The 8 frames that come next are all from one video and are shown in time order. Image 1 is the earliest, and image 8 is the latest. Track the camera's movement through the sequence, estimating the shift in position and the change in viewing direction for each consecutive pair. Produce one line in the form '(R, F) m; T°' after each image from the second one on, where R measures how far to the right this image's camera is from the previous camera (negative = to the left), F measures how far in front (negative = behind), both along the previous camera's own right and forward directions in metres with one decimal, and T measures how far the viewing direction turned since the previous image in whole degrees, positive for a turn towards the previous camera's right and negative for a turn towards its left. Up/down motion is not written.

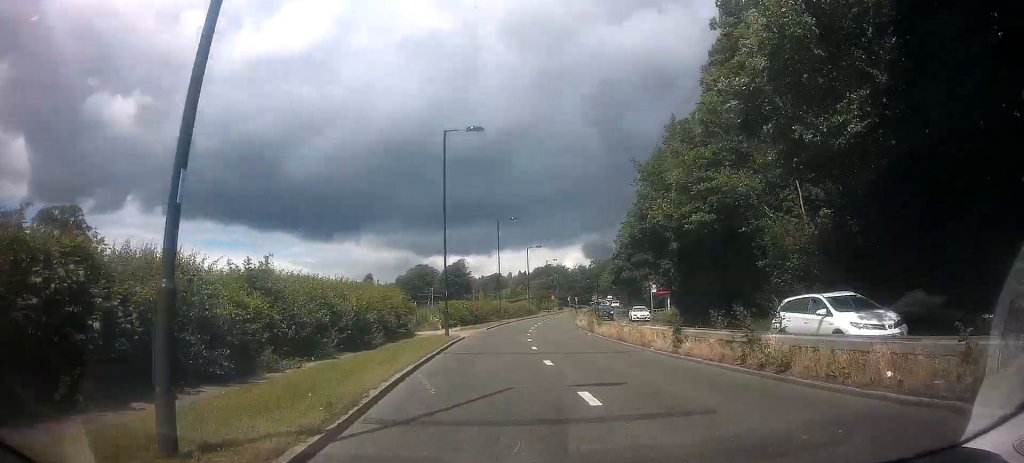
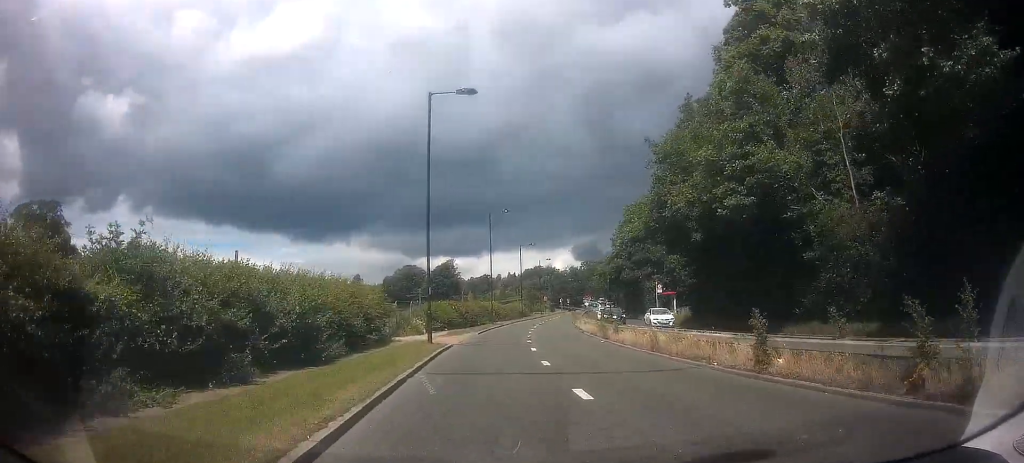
(0.0, +5.1) m; +1°
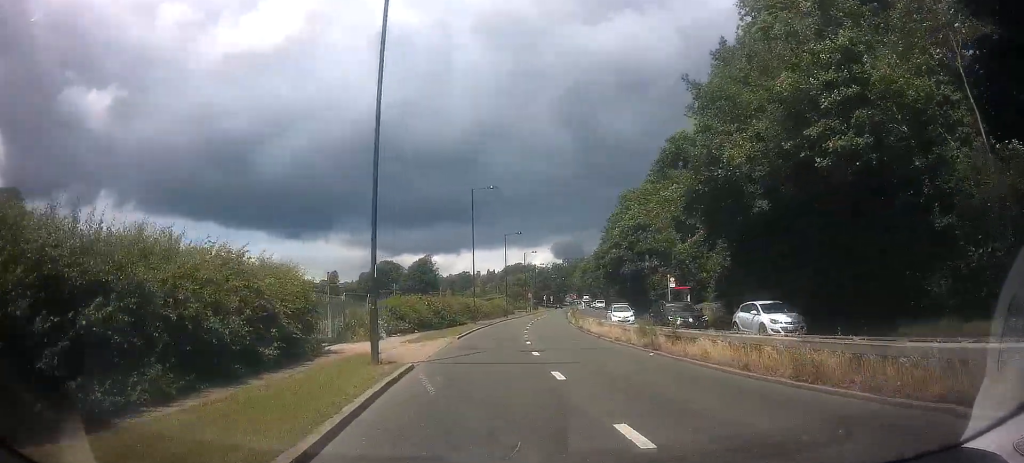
(0.0, +8.8) m; +2°
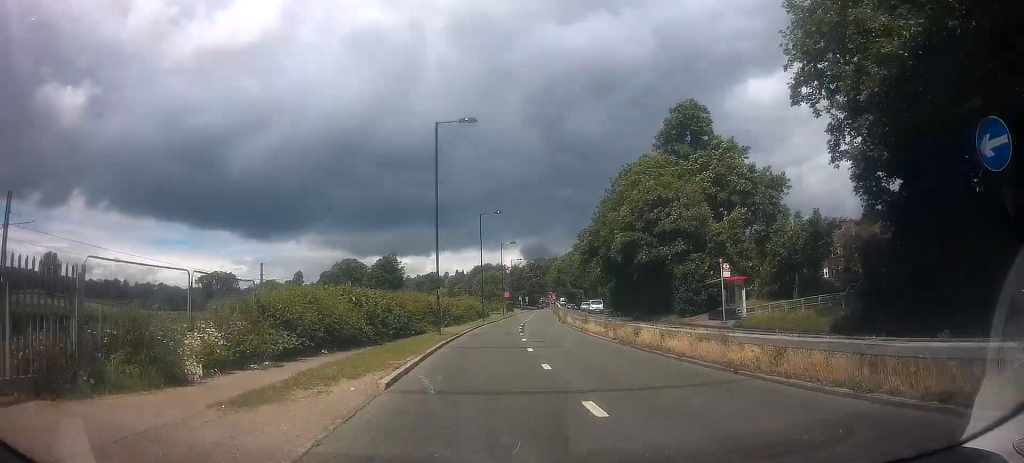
(+0.9, +15.1) m; +5°
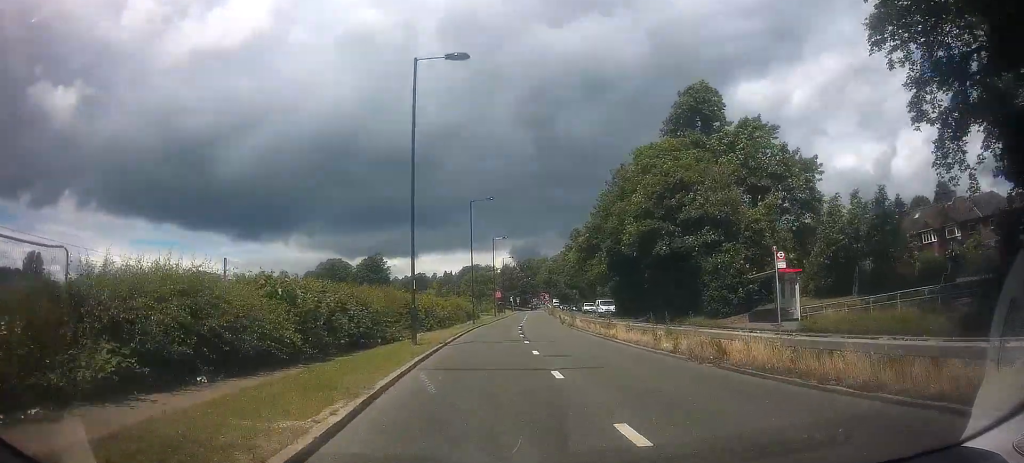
(+0.2, +7.3) m; +2°
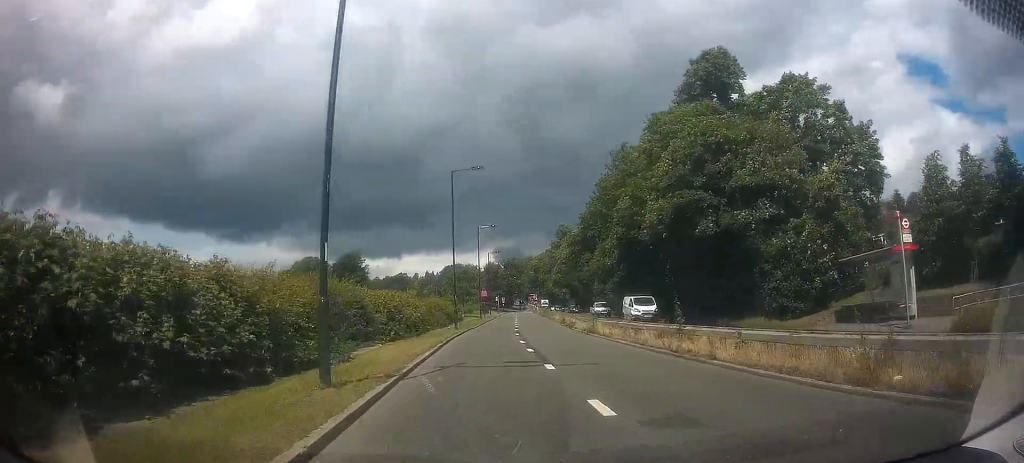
(+0.1, +9.7) m; +2°
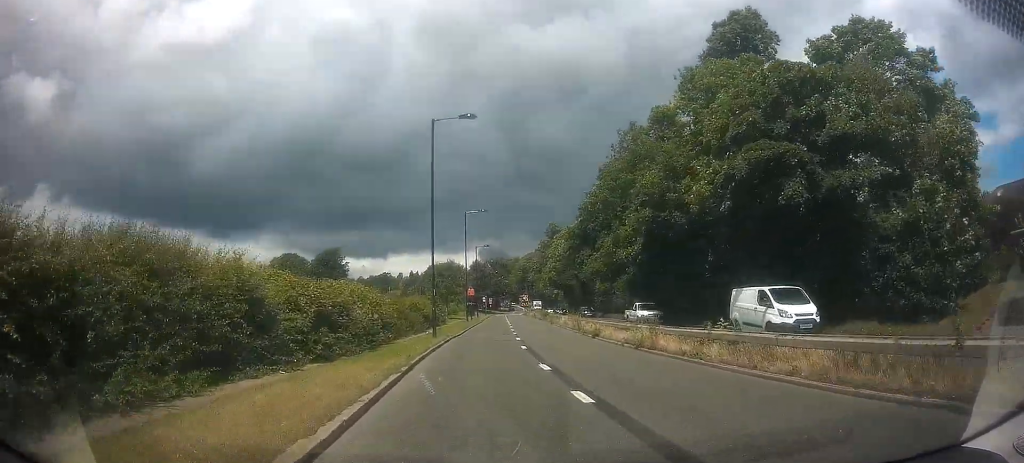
(+0.2, +9.6) m; +2°
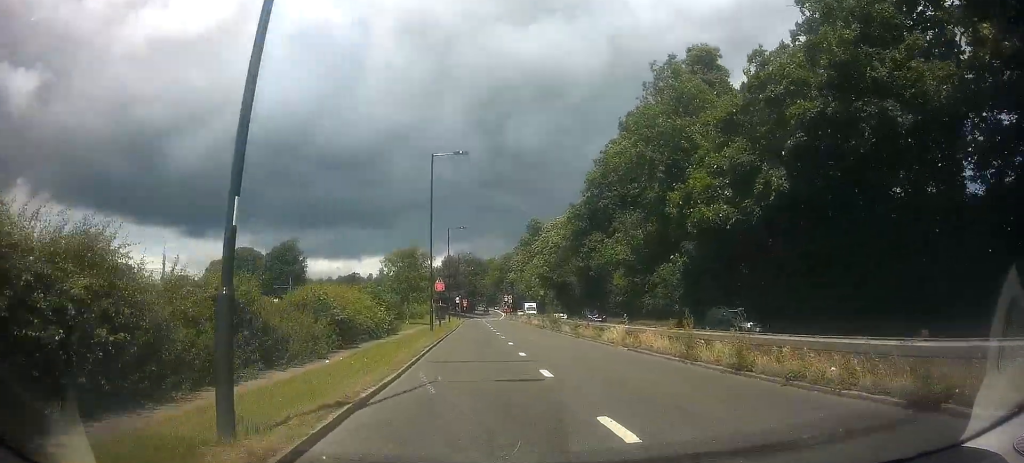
(+0.4, +19.8) m; +2°
